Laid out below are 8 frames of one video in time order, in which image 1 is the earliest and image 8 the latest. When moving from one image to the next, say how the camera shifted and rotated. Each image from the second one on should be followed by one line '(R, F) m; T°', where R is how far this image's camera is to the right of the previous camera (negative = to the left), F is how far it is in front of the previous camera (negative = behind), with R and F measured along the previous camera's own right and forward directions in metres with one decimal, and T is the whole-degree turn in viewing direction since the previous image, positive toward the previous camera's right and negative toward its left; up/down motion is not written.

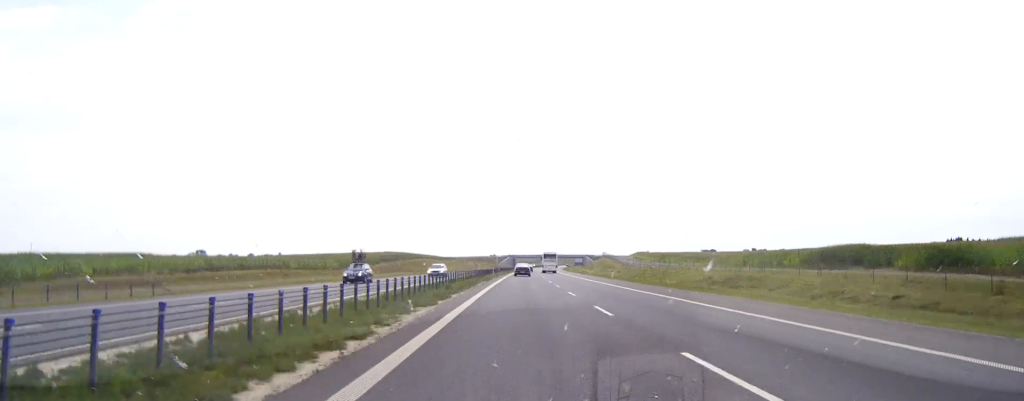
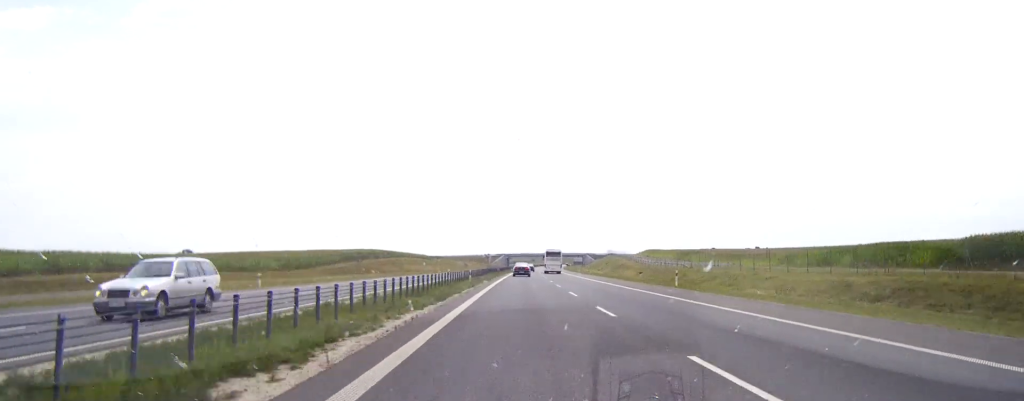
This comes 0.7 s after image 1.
(+0.1, +36.6) m; 0°
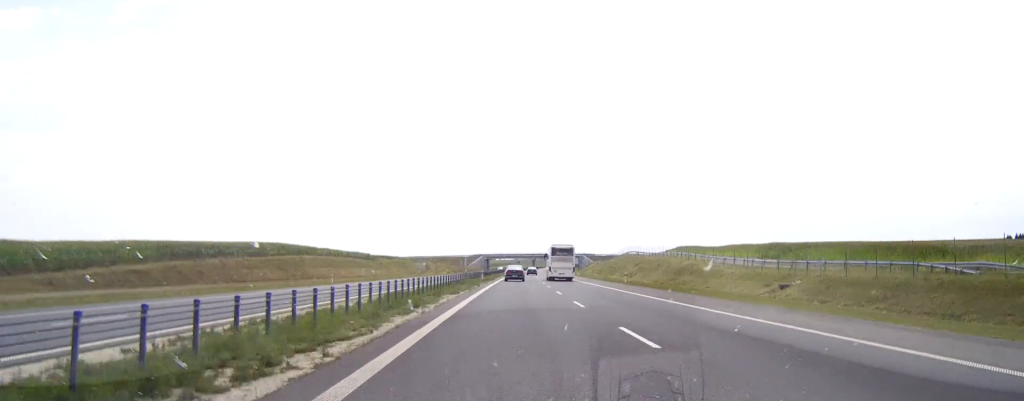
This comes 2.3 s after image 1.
(+0.7, +79.0) m; +1°
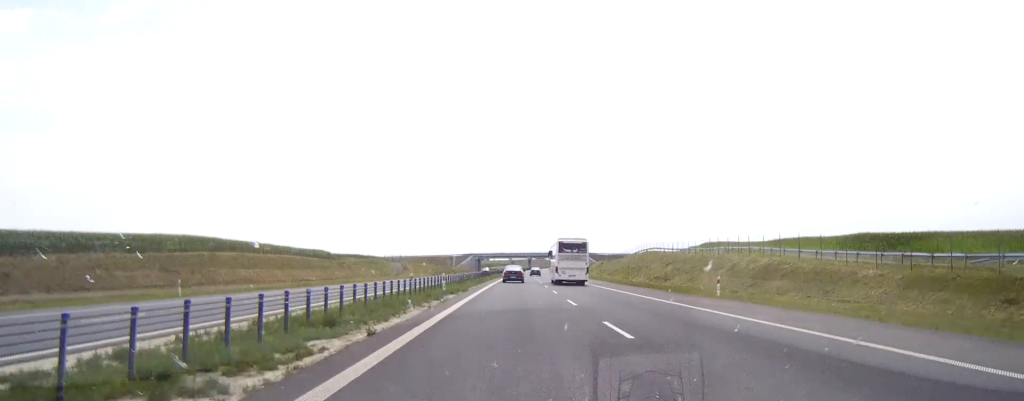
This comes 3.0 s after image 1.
(+0.1, +34.5) m; 0°
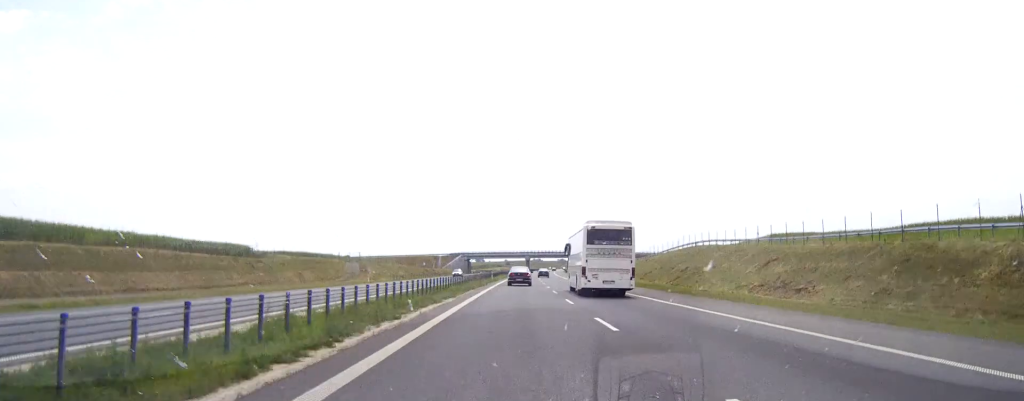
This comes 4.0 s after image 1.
(+0.2, +46.3) m; +1°
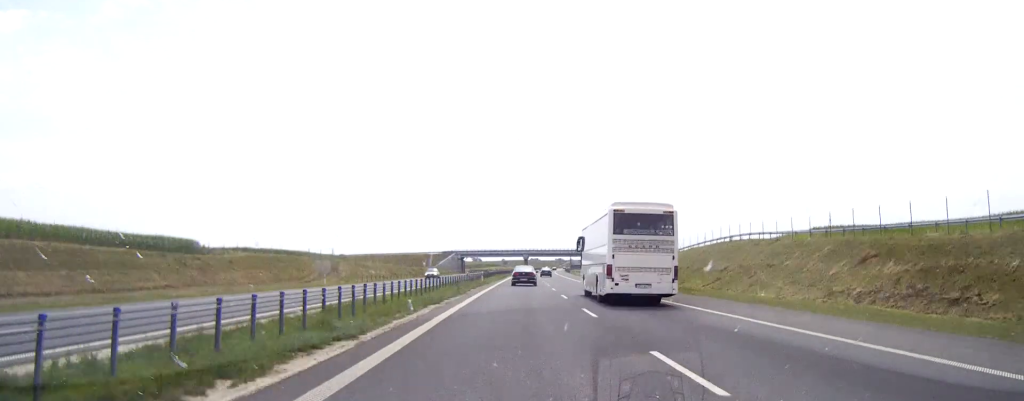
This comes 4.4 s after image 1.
(0.0, +19.9) m; 0°
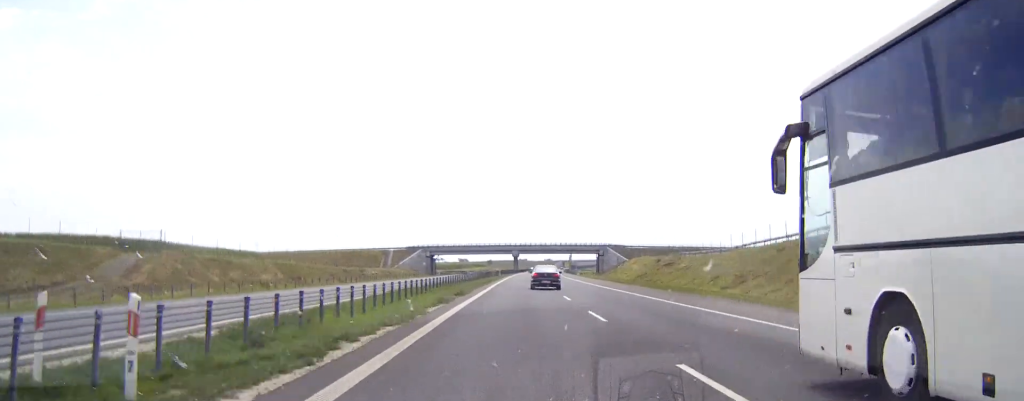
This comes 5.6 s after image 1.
(+0.4, +61.7) m; +1°
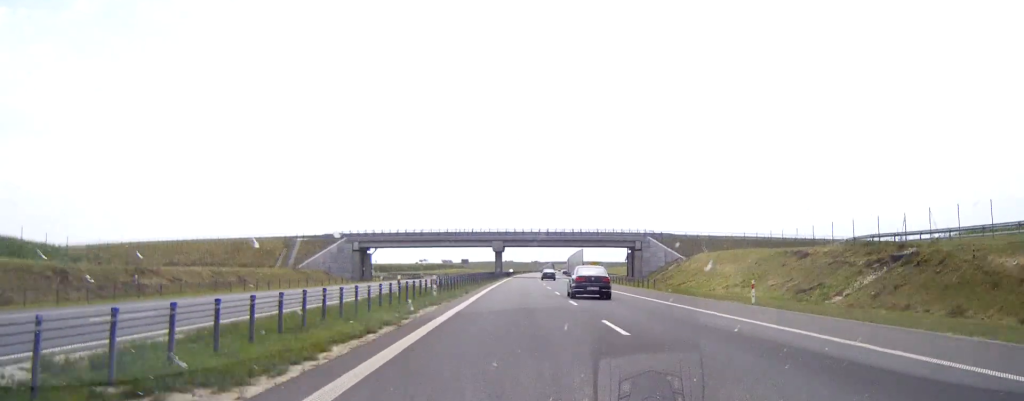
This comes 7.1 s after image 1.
(+0.7, +75.7) m; +1°
